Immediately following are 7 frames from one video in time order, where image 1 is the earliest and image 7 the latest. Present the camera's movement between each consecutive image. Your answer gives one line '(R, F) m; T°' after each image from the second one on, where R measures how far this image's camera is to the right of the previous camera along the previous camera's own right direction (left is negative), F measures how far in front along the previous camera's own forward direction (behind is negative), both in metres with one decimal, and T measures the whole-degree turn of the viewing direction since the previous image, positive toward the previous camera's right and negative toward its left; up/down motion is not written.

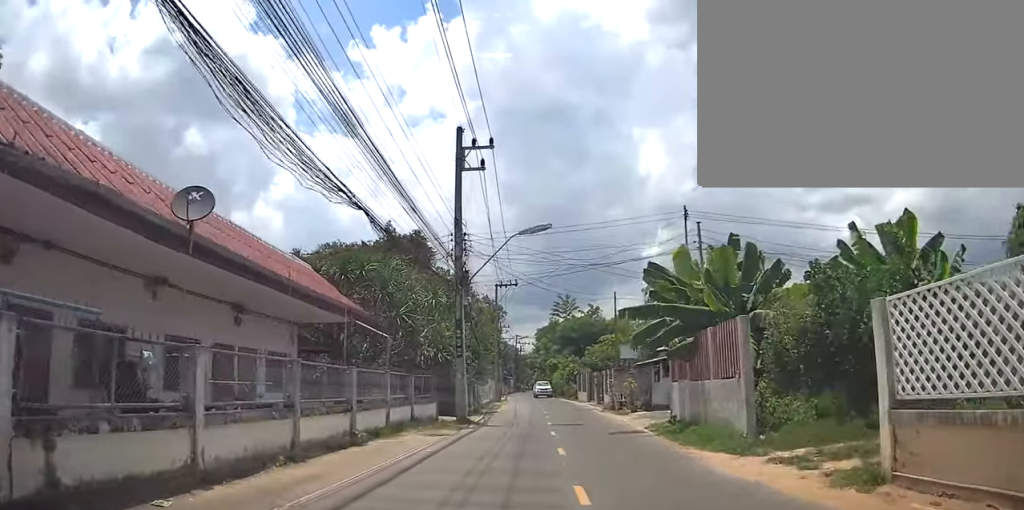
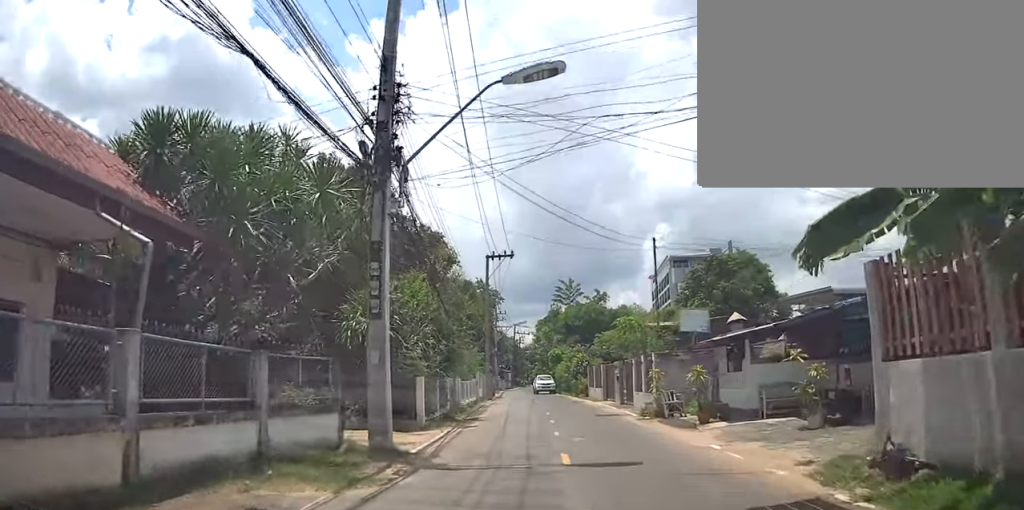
(+0.1, +10.0) m; +1°
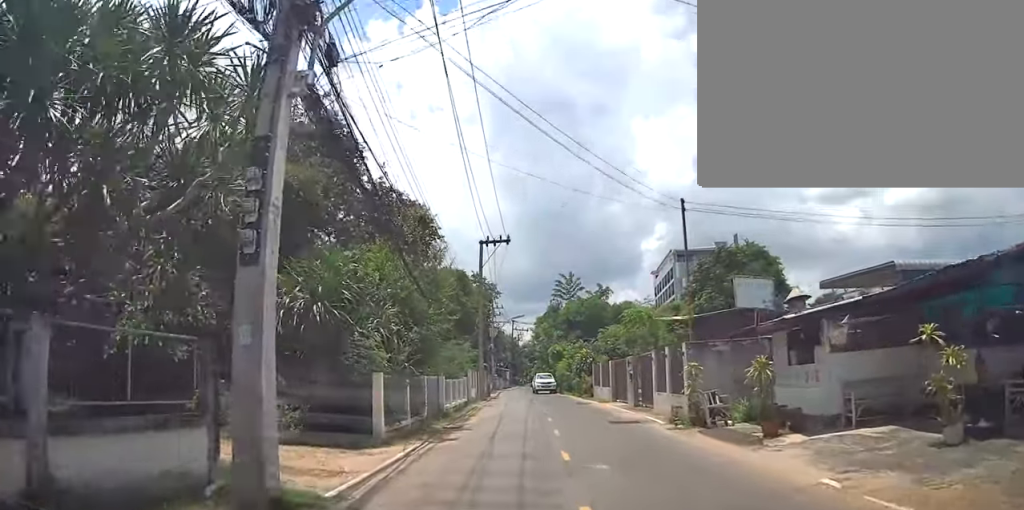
(0.0, +4.1) m; +2°
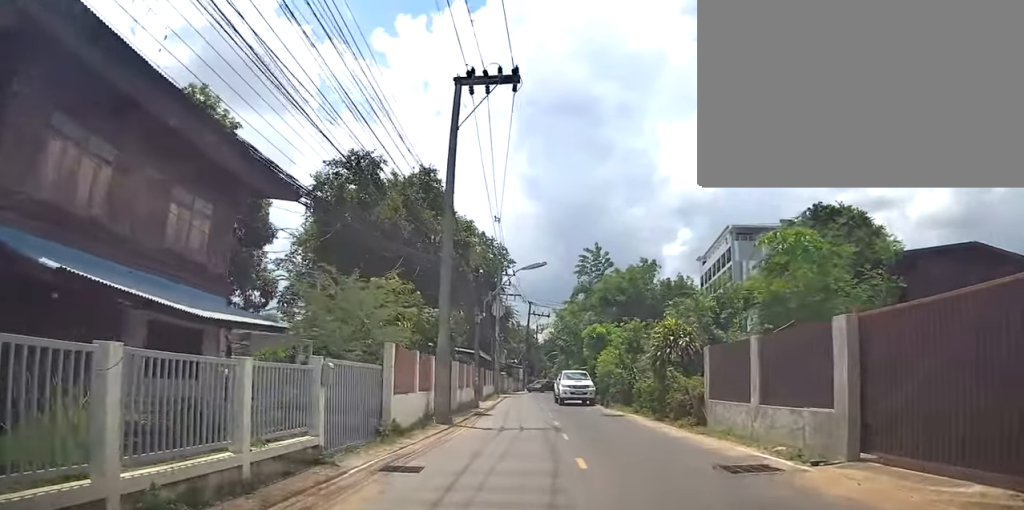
(+1.7, +20.5) m; +3°
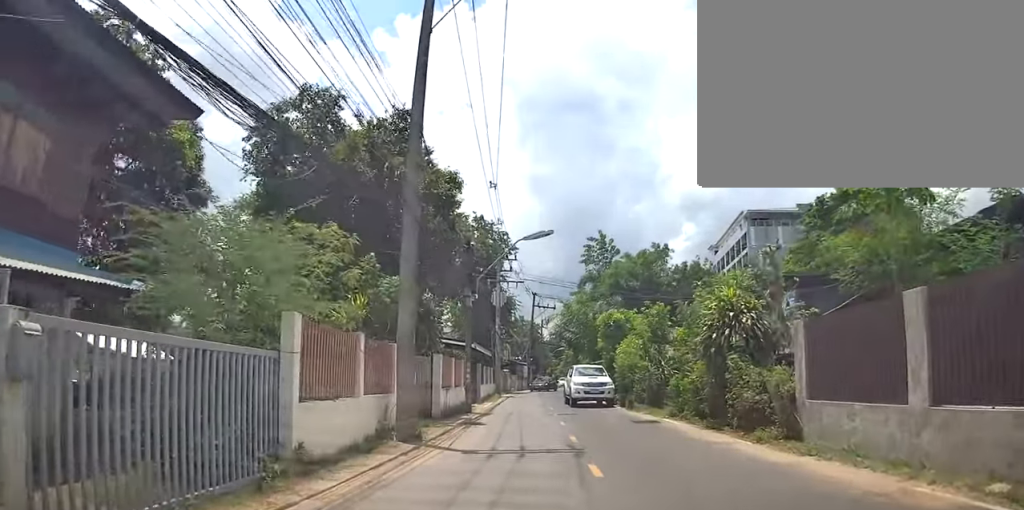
(-0.3, +5.4) m; -3°
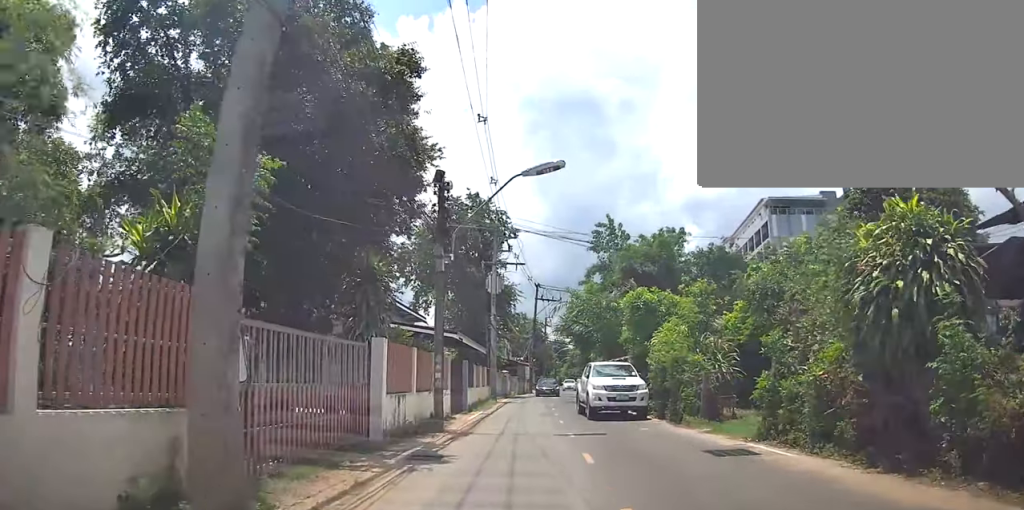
(0.0, +7.3) m; +1°
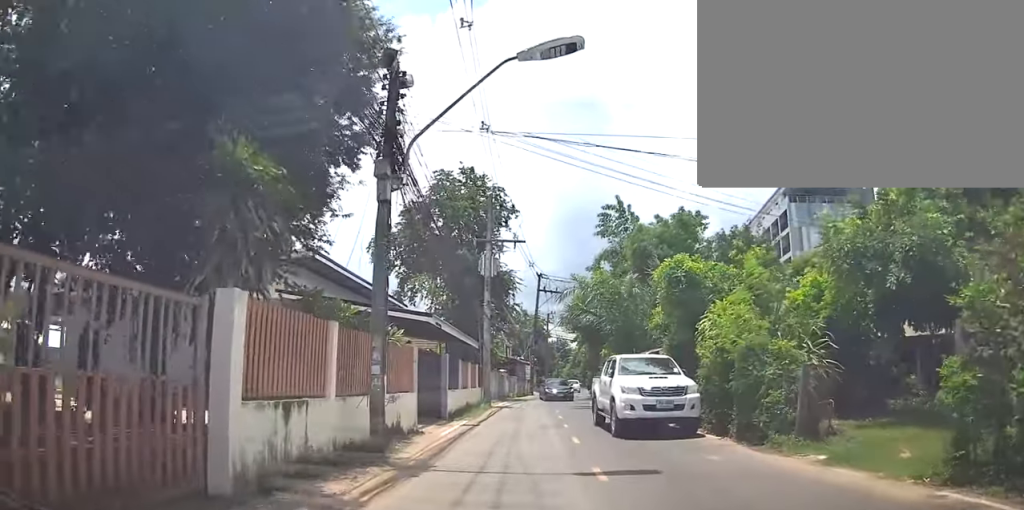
(+0.1, +5.8) m; +2°
